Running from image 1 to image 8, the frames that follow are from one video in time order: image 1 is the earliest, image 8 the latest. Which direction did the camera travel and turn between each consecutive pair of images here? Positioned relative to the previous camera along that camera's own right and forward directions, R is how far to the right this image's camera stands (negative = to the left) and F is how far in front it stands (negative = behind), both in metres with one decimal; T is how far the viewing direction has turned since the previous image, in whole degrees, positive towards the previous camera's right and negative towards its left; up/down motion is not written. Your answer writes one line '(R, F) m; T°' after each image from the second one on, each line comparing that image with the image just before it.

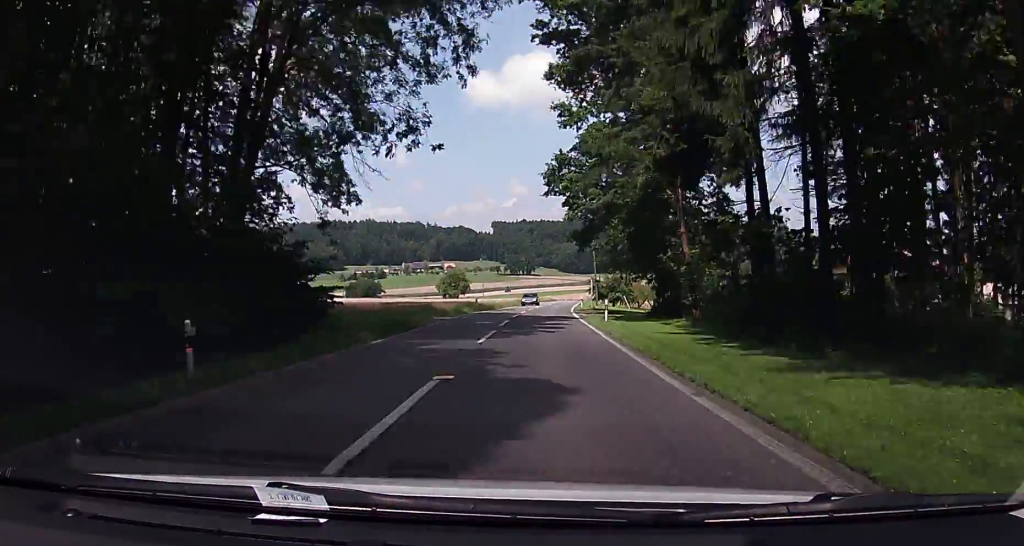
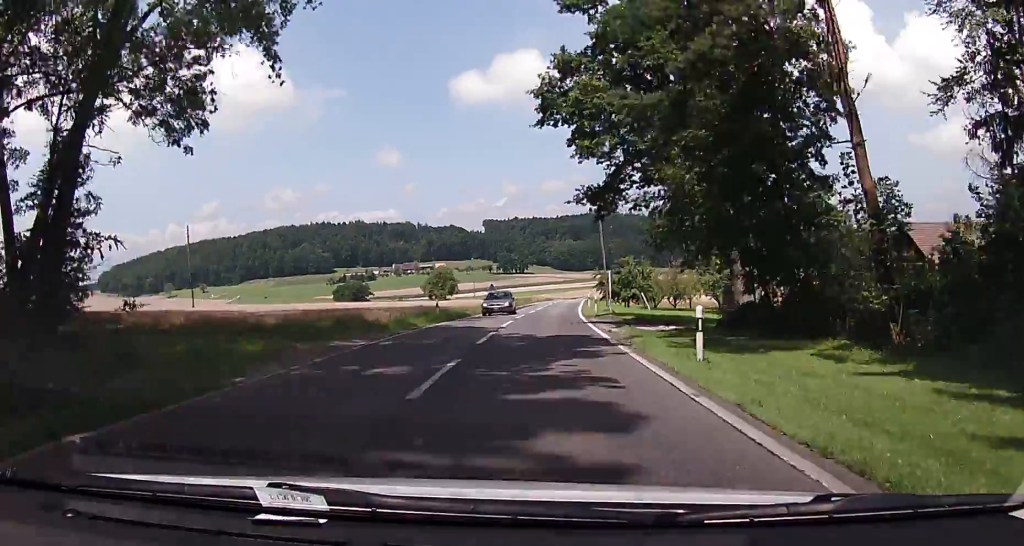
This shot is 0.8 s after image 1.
(-0.2, +17.7) m; 0°
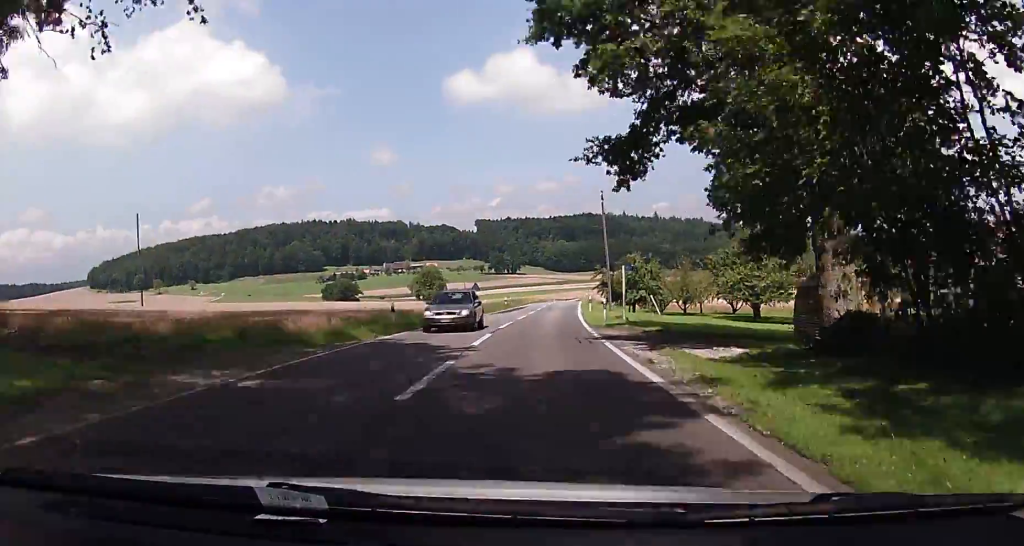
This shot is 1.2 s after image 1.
(+0.1, +8.8) m; 0°
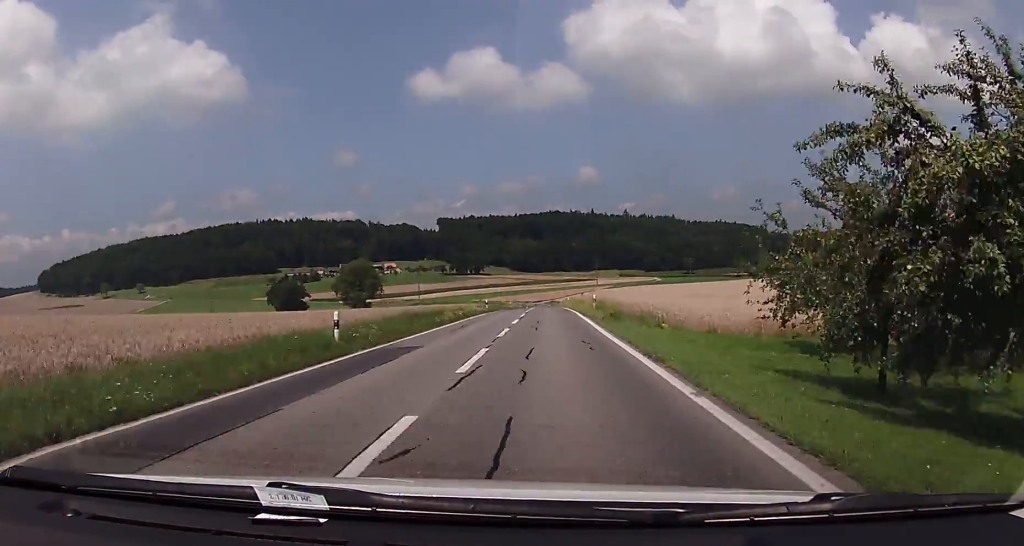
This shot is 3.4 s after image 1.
(+1.2, +49.1) m; +3°
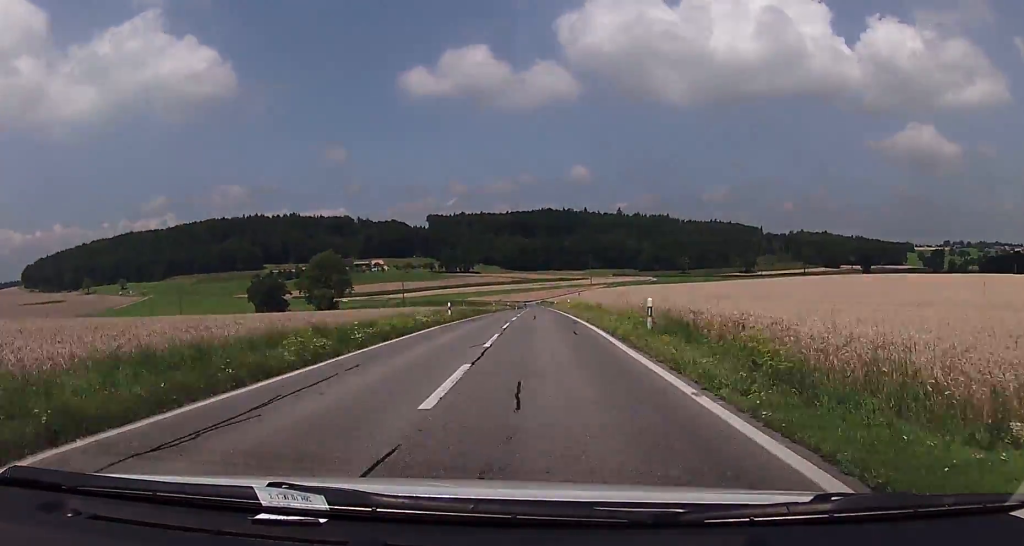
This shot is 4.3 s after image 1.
(+0.1, +21.0) m; 0°
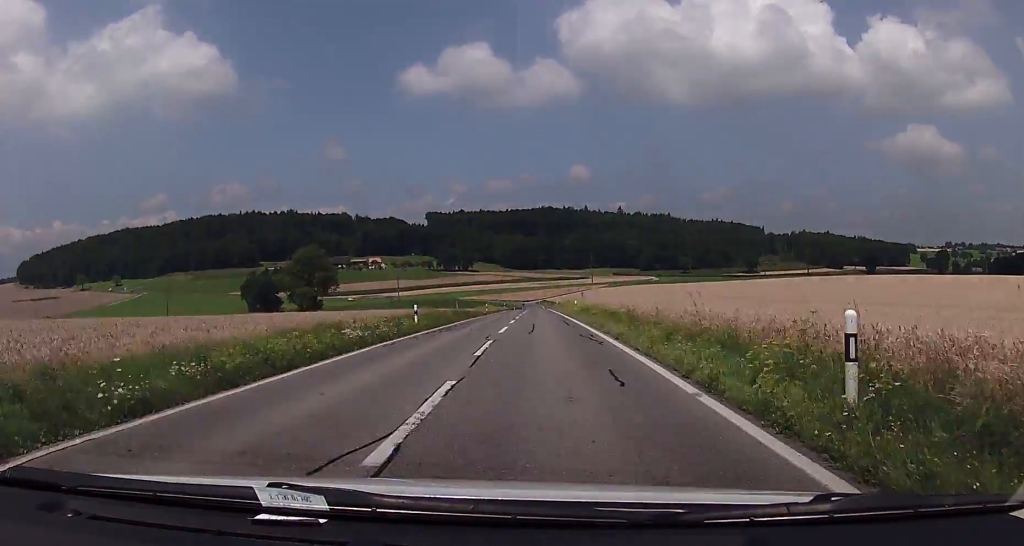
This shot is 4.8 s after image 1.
(0.0, +11.3) m; 0°
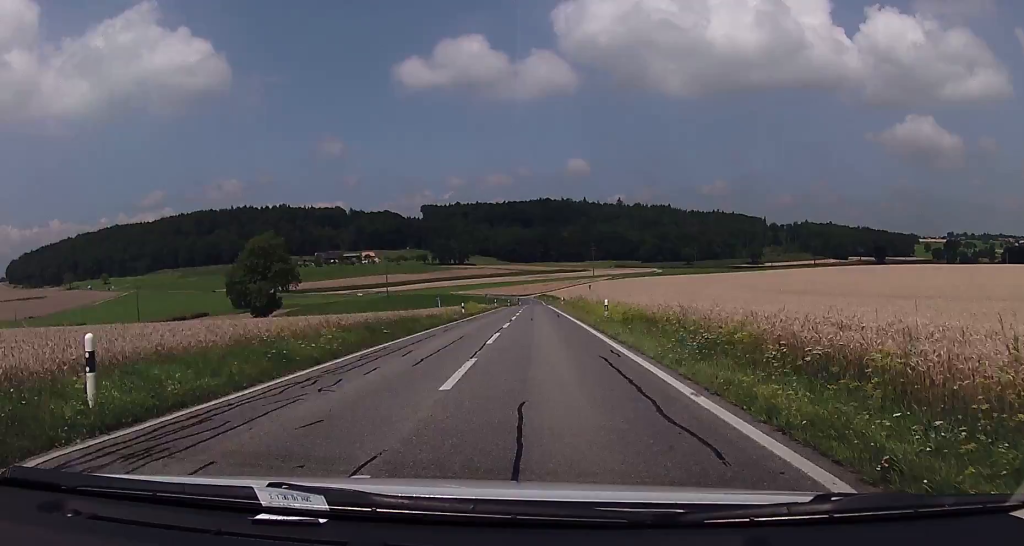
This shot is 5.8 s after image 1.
(+0.2, +22.7) m; +1°
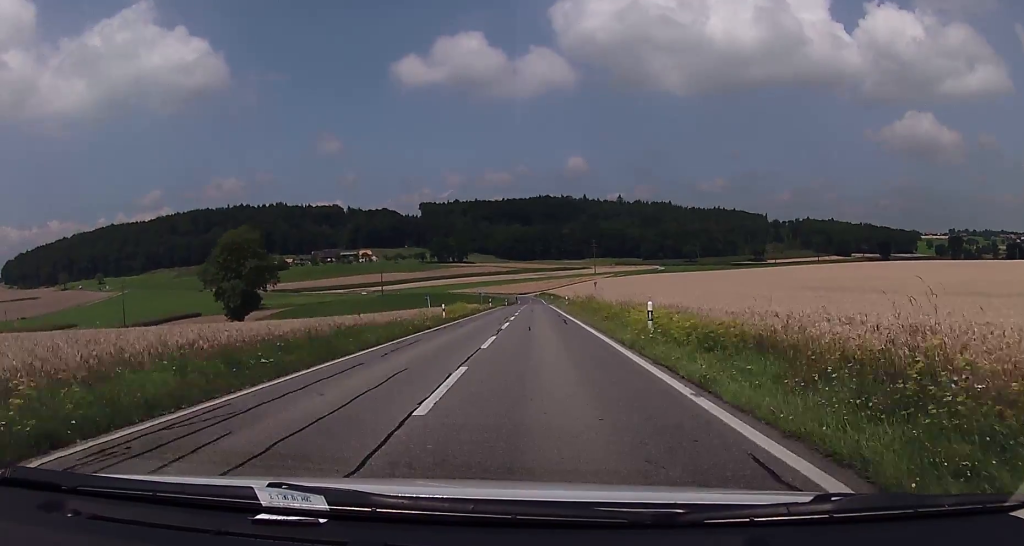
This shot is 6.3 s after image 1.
(+0.2, +10.6) m; 0°
